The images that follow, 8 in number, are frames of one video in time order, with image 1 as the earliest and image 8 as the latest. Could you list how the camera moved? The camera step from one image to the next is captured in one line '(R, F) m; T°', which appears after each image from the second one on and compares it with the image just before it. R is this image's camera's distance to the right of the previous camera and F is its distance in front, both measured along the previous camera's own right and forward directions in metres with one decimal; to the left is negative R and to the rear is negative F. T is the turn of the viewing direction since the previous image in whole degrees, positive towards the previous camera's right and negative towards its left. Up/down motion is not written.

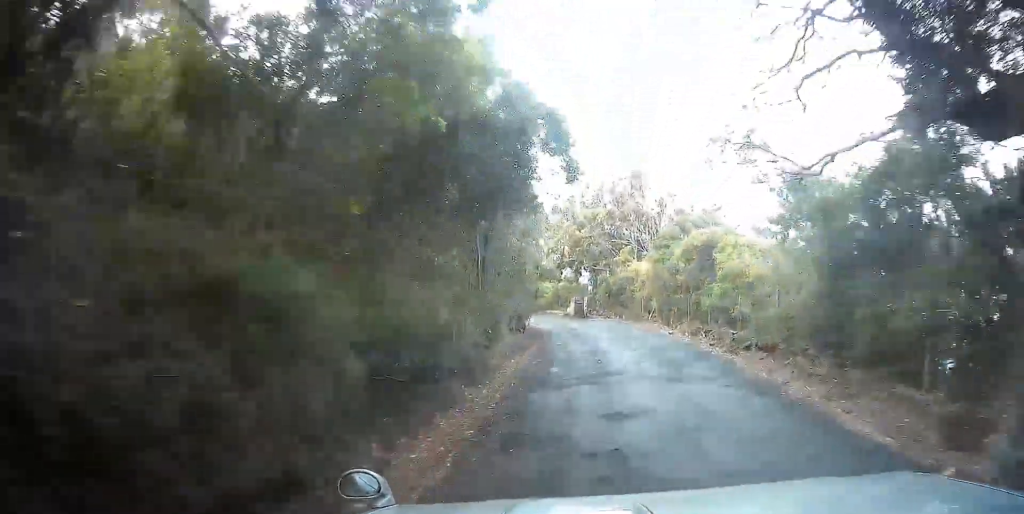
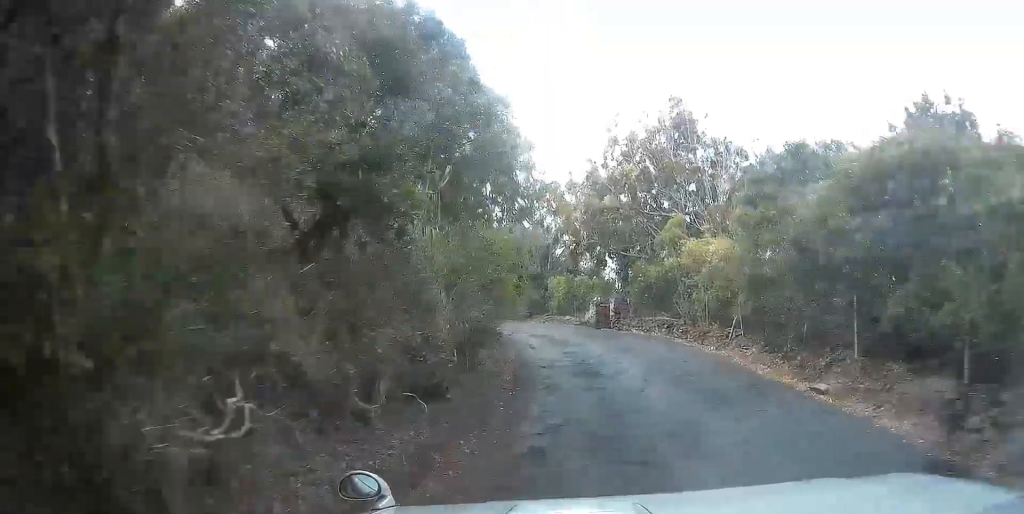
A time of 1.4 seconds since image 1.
(-0.1, +13.9) m; +2°
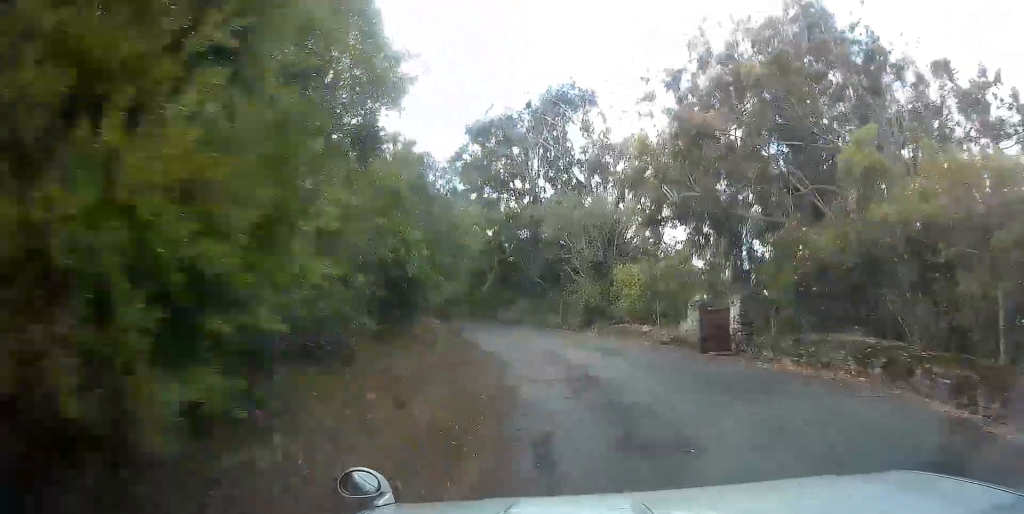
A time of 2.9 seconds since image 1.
(+0.1, +14.7) m; -3°
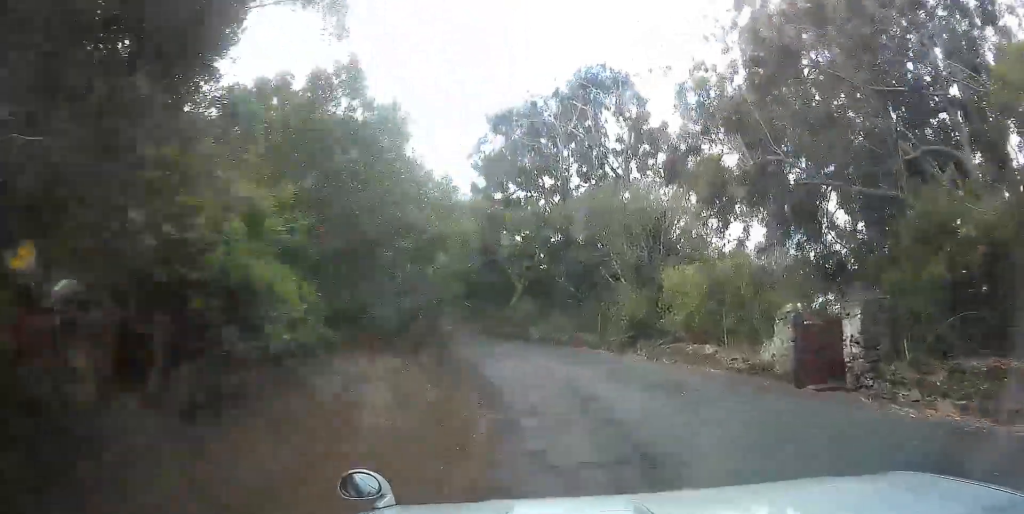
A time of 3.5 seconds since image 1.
(-0.1, +5.2) m; 0°
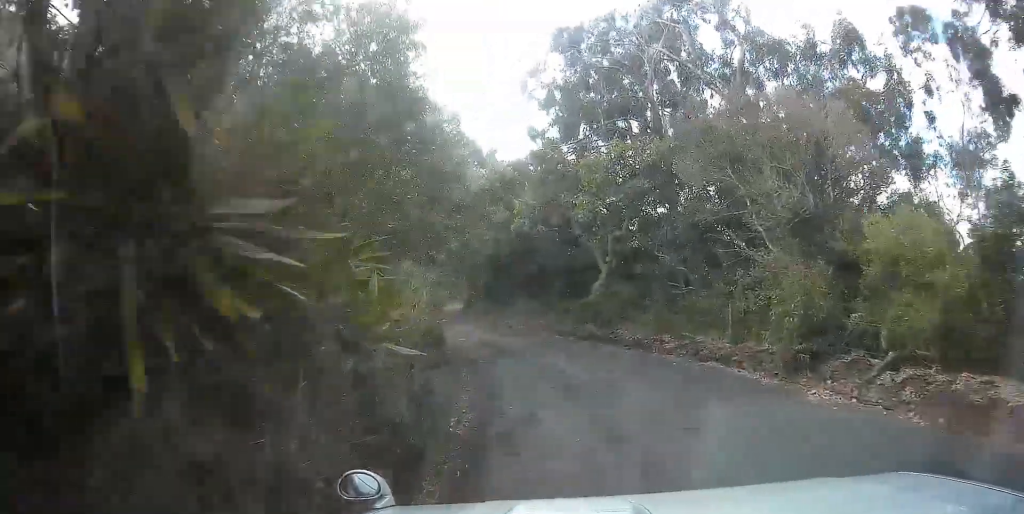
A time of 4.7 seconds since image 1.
(+0.3, +10.1) m; +1°
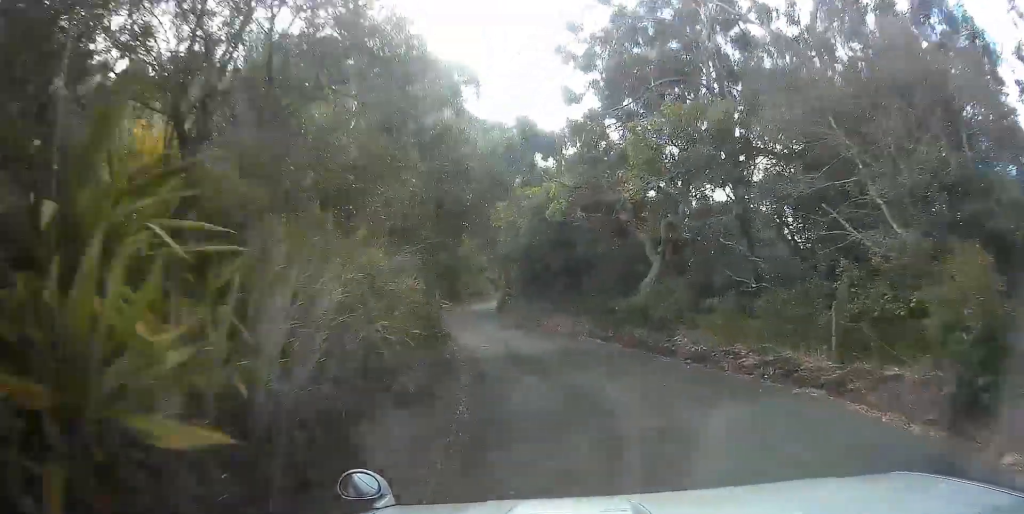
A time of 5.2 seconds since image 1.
(+0.5, +4.1) m; -2°
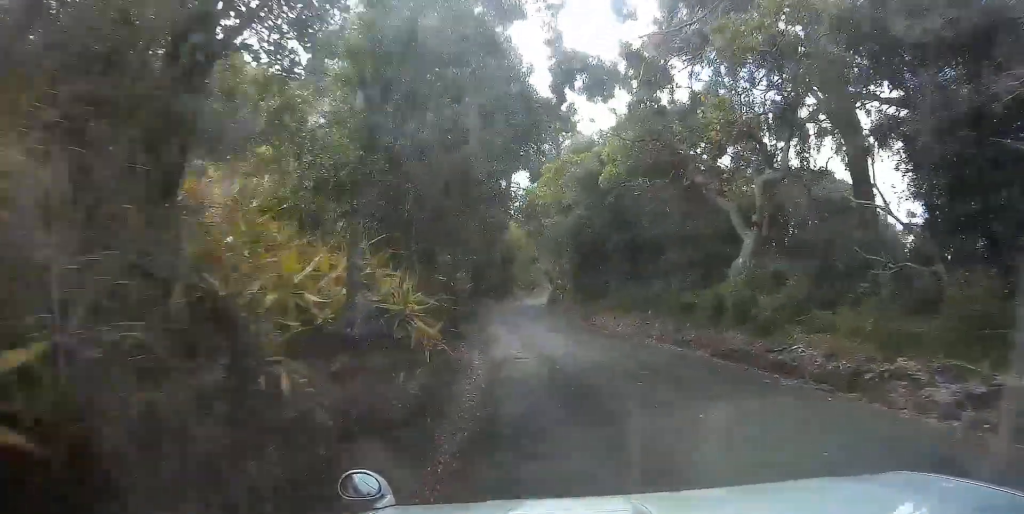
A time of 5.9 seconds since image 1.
(-0.8, +5.3) m; -11°
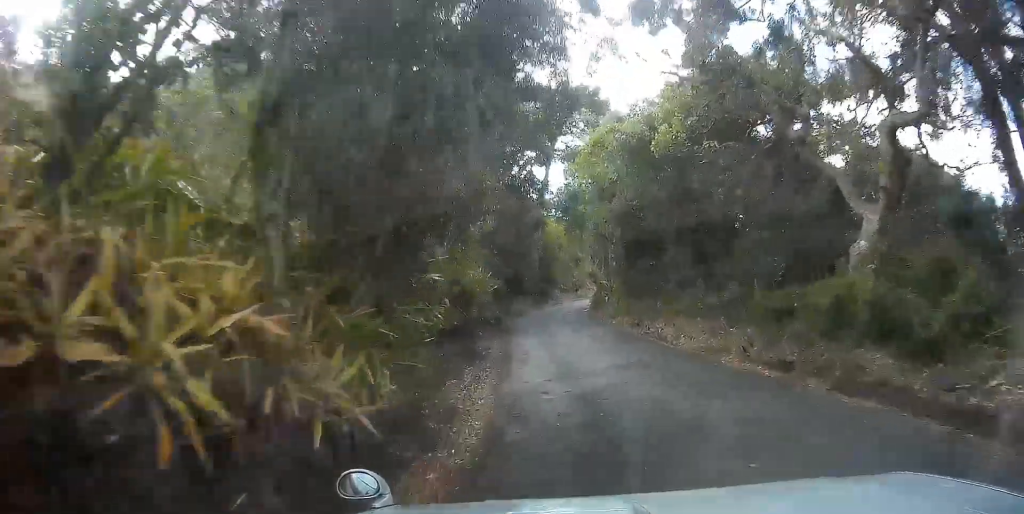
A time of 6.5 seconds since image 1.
(-0.4, +4.5) m; -7°
